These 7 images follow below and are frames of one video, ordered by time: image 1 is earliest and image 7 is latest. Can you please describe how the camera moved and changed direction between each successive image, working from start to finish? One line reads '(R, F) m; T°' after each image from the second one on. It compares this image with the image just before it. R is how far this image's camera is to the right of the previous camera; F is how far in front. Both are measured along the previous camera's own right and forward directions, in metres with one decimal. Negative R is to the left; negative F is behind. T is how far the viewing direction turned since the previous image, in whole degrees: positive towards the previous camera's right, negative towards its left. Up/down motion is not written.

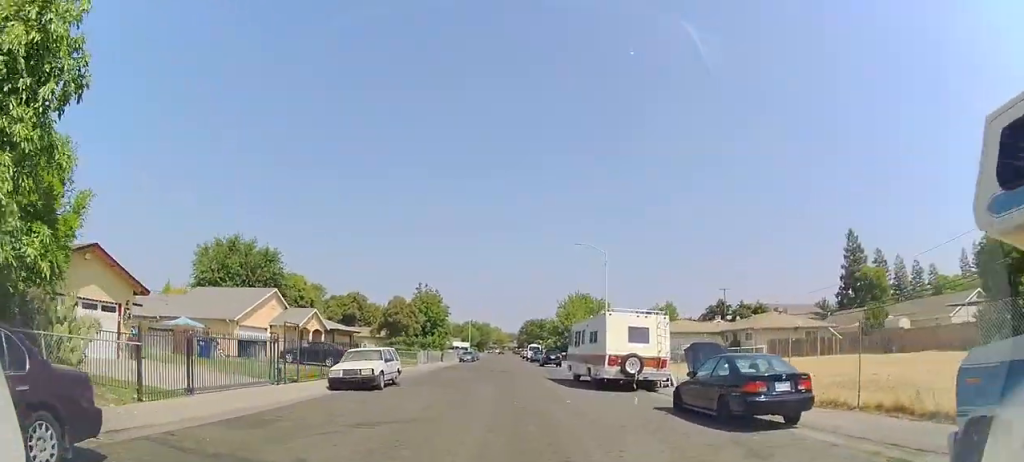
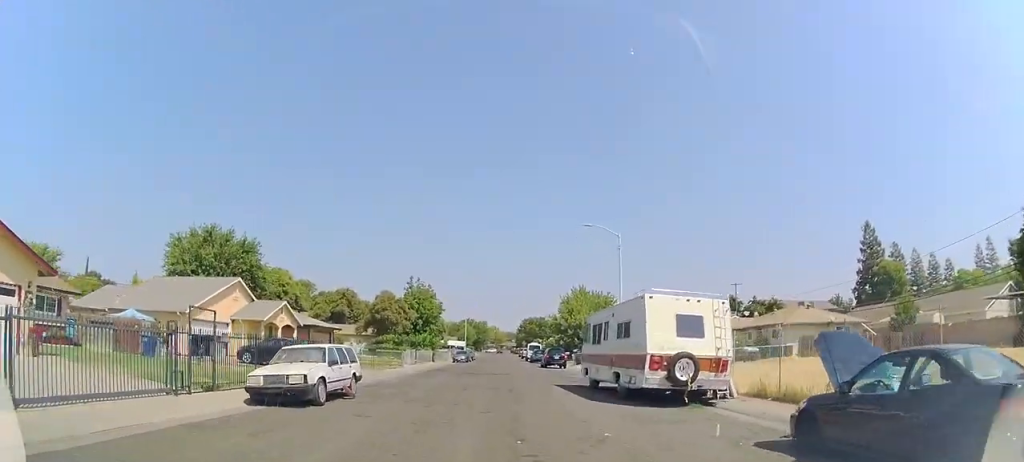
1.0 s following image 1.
(+0.1, +5.8) m; +1°
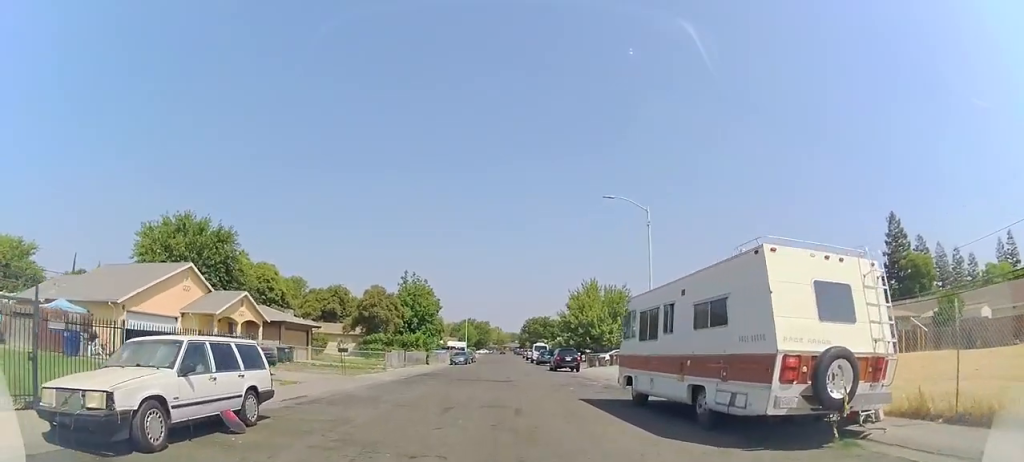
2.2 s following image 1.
(0.0, +6.4) m; -1°
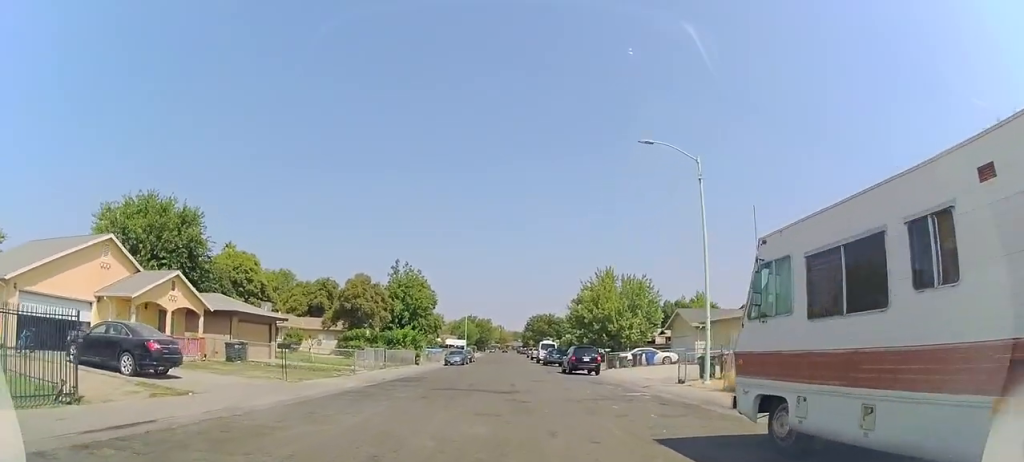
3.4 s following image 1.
(-0.1, +7.4) m; 0°
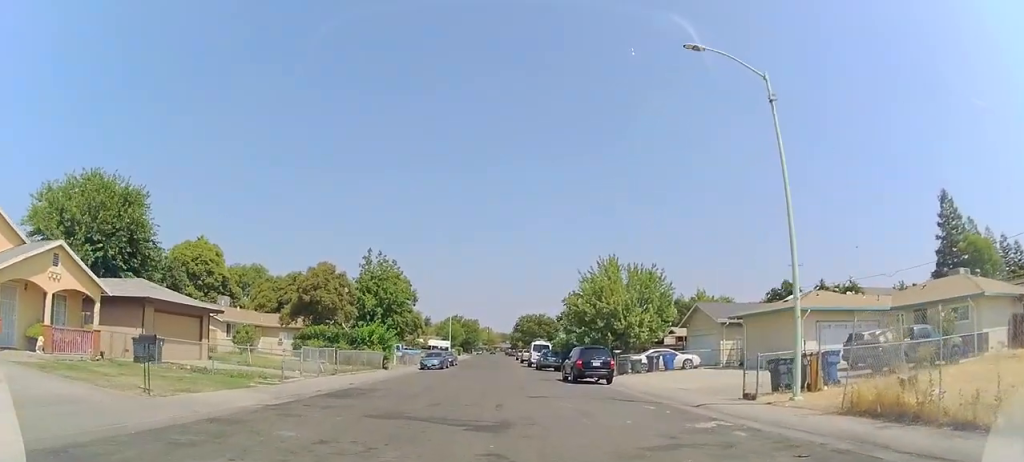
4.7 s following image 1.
(+0.1, +7.5) m; +1°
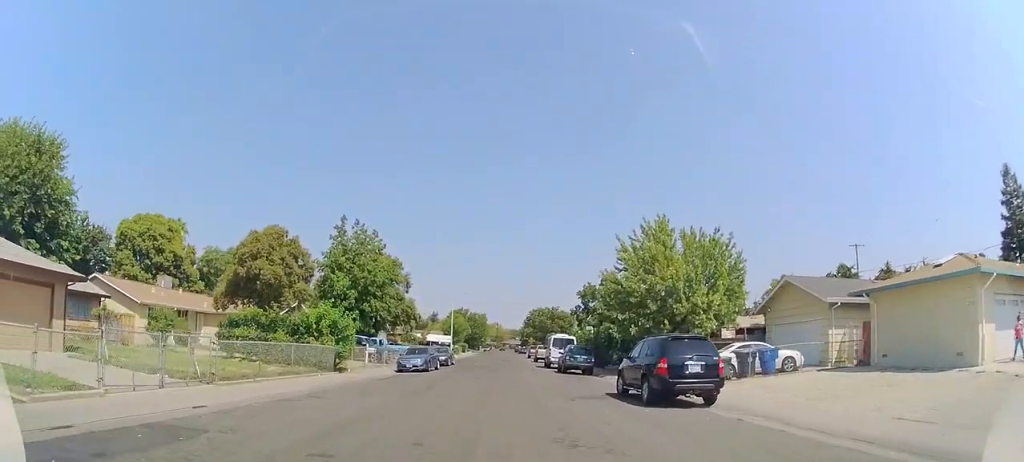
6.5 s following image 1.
(-0.1, +11.6) m; -2°
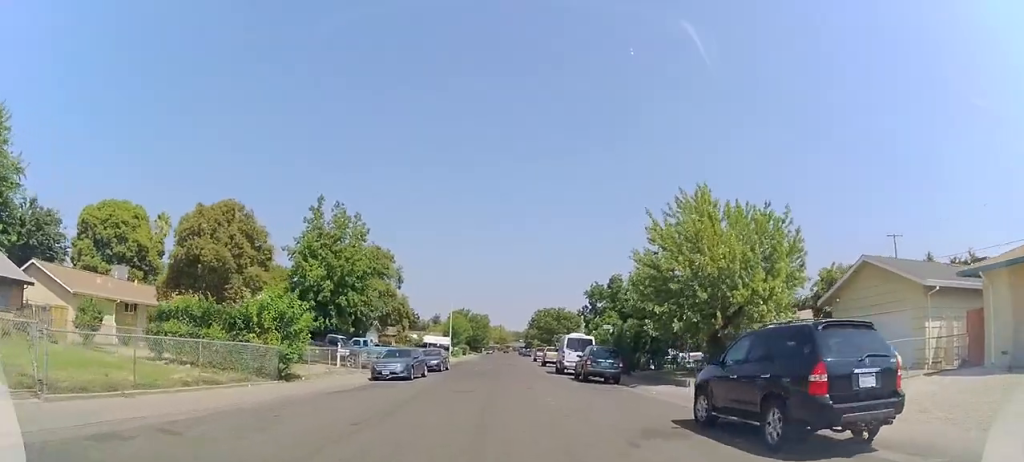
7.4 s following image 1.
(-0.1, +6.3) m; -1°
